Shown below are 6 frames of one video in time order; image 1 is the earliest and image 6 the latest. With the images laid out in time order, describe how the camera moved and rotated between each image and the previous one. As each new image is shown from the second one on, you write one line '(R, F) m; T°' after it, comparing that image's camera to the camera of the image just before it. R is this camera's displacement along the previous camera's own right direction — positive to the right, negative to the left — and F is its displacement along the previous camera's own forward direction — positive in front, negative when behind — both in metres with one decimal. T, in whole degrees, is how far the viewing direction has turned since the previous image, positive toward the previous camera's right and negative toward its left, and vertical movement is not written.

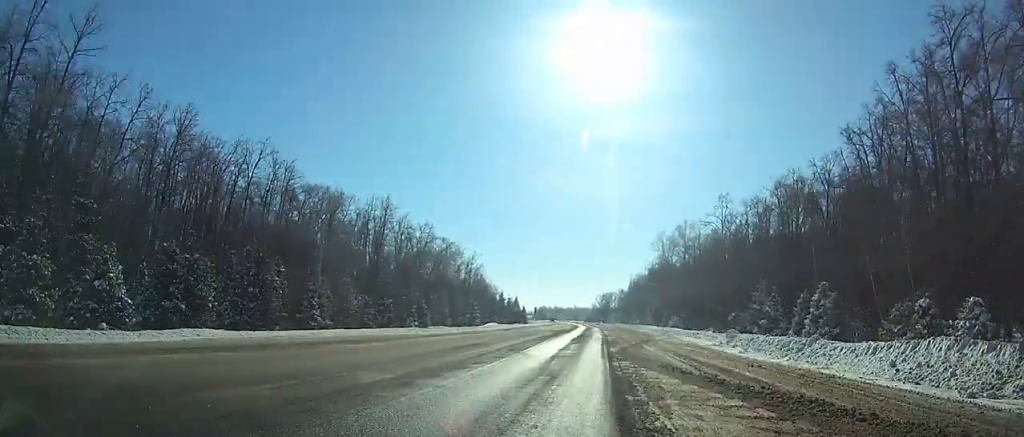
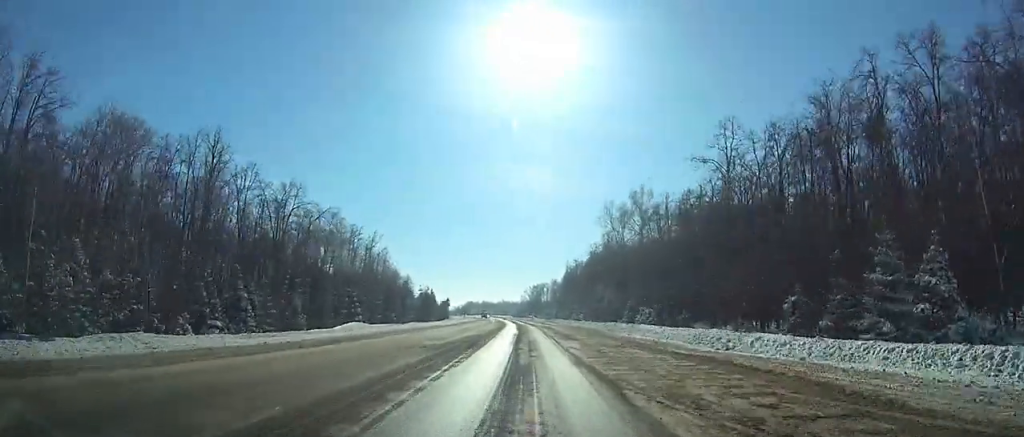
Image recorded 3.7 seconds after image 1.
(+2.1, +32.6) m; +4°
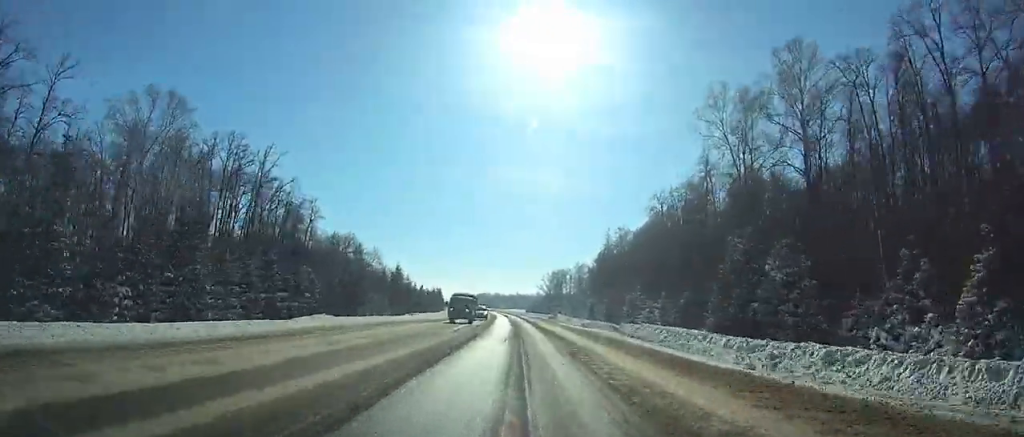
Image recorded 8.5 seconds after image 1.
(-0.5, +63.7) m; -3°
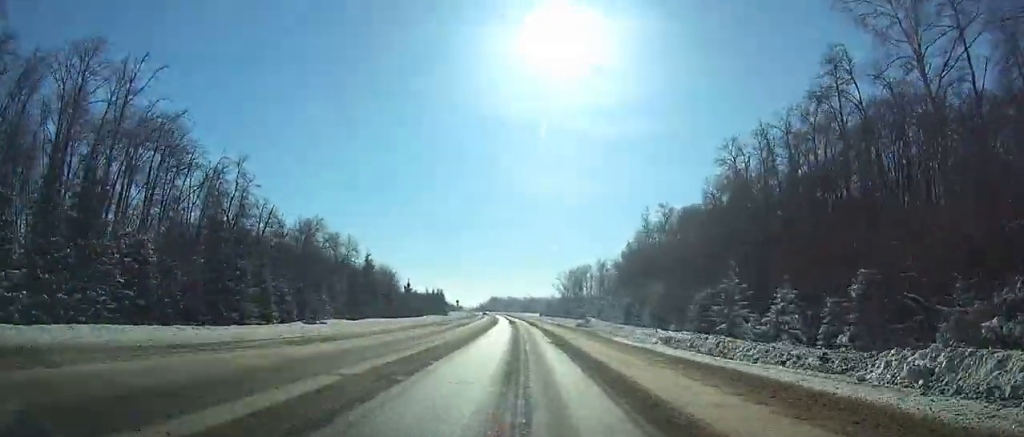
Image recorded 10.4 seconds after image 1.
(-0.4, +29.9) m; -2°
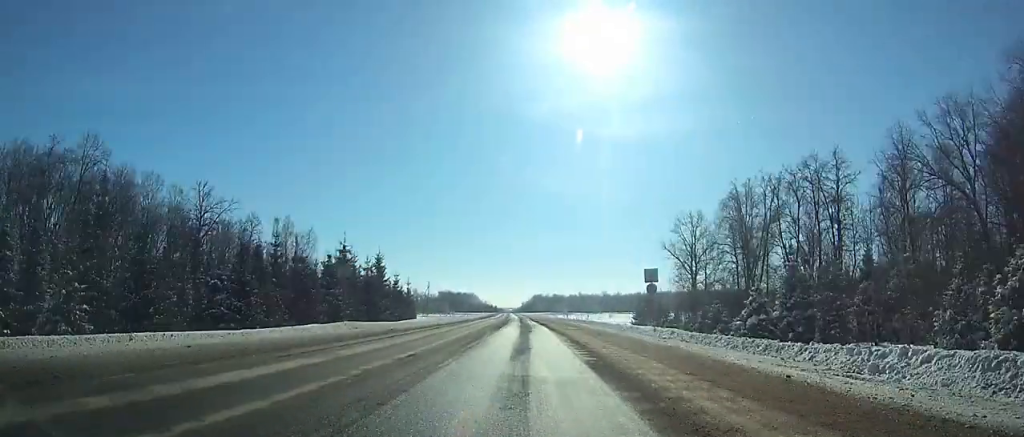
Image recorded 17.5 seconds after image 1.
(-6.6, +126.3) m; -4°
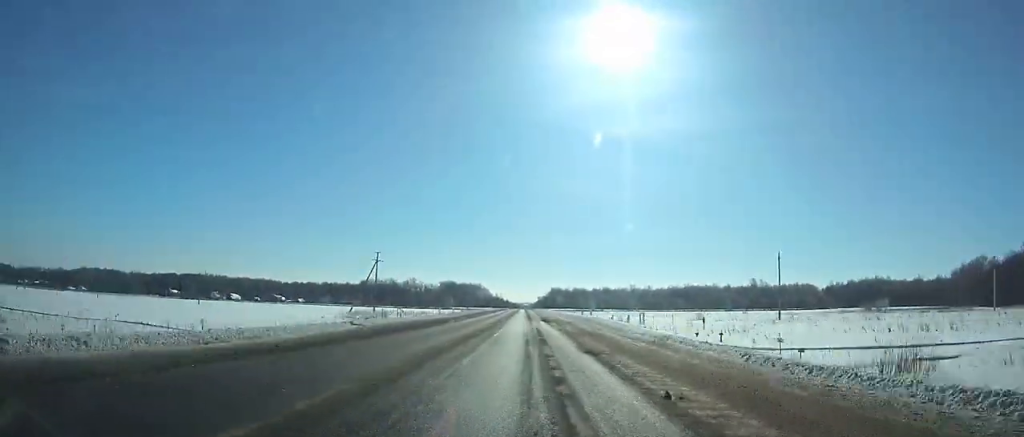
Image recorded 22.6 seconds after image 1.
(0.0, +99.4) m; -2°
